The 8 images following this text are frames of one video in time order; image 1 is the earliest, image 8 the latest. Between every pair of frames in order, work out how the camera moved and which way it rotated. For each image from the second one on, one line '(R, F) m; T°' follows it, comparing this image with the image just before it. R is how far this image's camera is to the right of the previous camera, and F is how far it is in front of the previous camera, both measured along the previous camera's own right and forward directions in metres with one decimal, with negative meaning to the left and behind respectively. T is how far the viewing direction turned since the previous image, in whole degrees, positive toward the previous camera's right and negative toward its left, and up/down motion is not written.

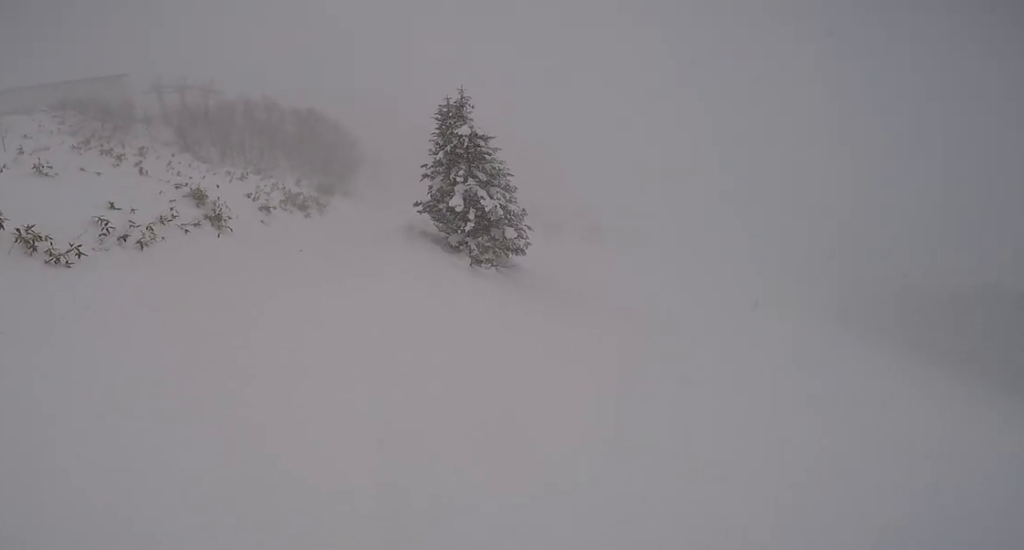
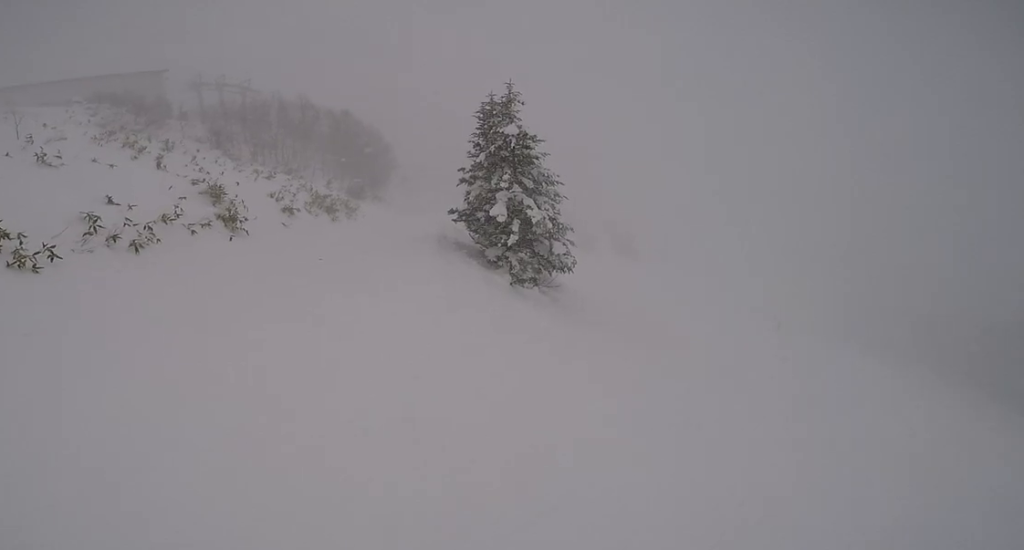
(+0.4, +2.2) m; -1°
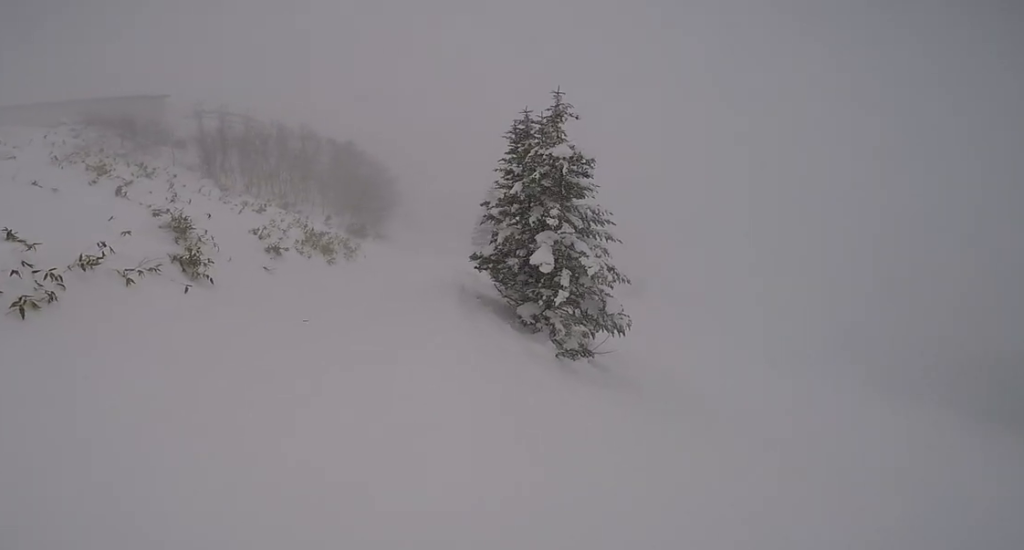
(-1.2, +2.6) m; -12°
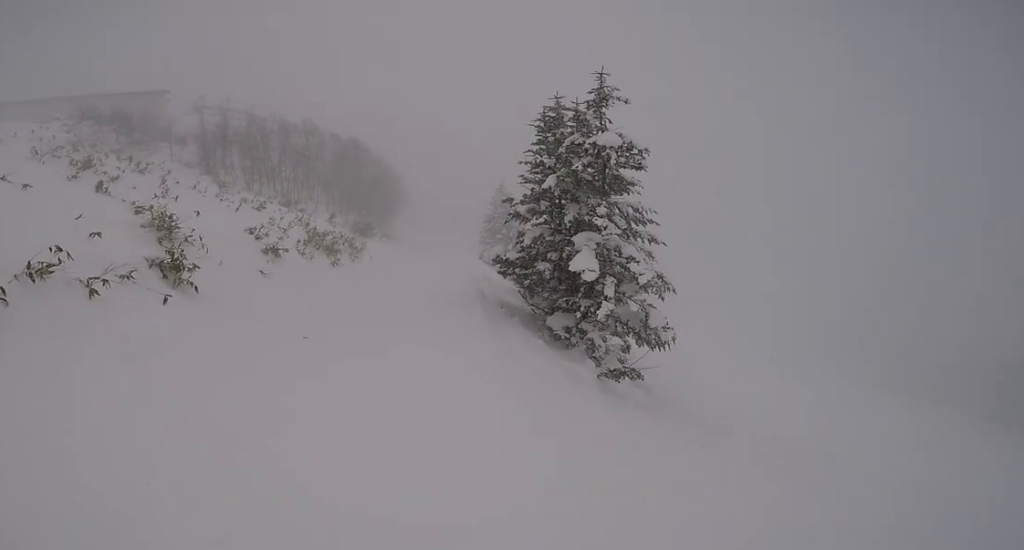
(+0.8, +1.4) m; +8°
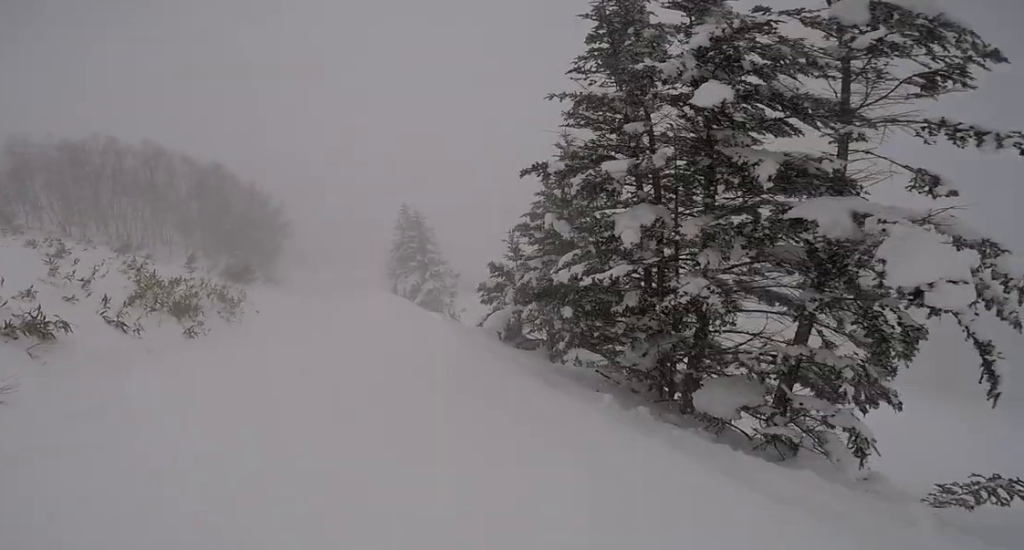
(+0.5, +7.7) m; +12°
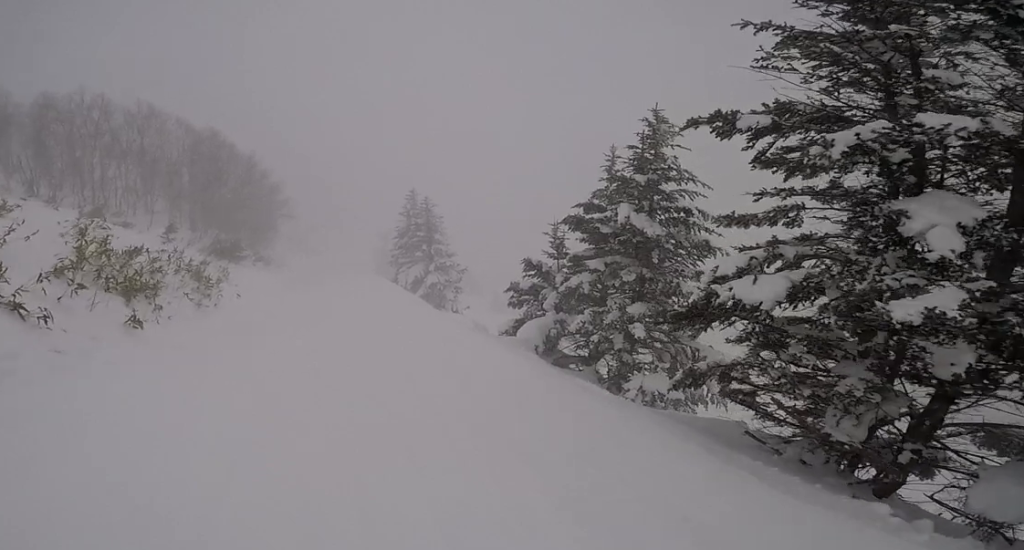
(+0.2, +2.8) m; +6°
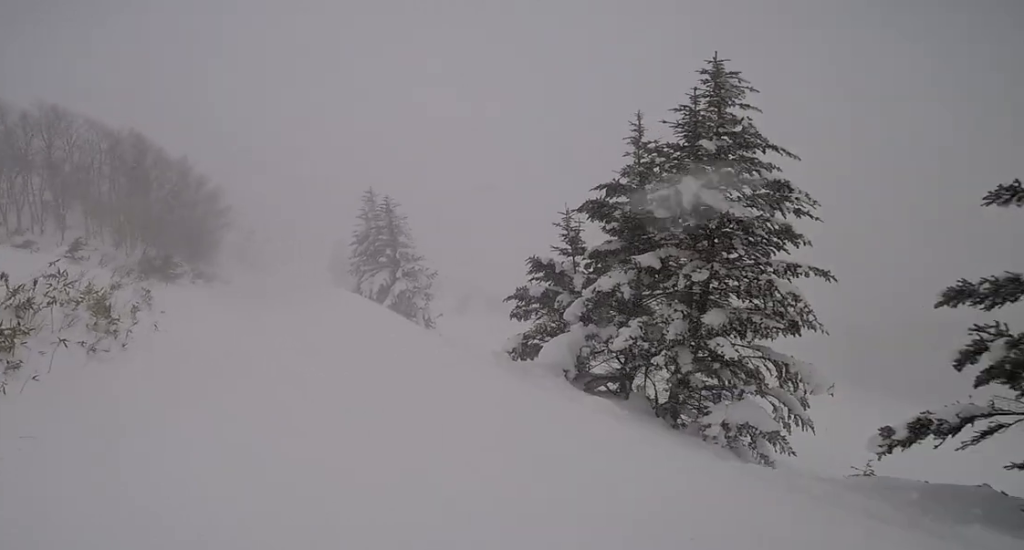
(+0.4, +2.8) m; -1°
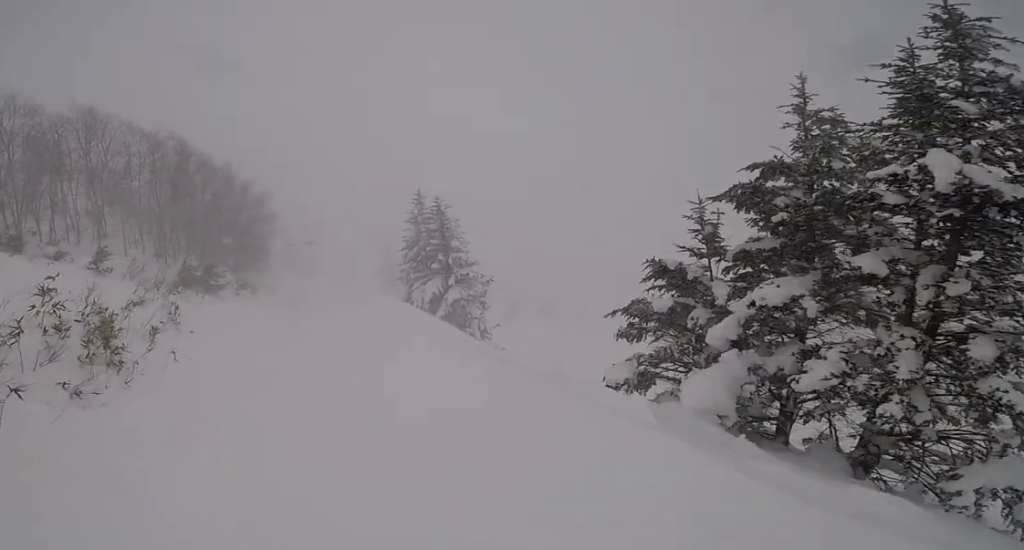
(-0.3, +2.6) m; -3°
